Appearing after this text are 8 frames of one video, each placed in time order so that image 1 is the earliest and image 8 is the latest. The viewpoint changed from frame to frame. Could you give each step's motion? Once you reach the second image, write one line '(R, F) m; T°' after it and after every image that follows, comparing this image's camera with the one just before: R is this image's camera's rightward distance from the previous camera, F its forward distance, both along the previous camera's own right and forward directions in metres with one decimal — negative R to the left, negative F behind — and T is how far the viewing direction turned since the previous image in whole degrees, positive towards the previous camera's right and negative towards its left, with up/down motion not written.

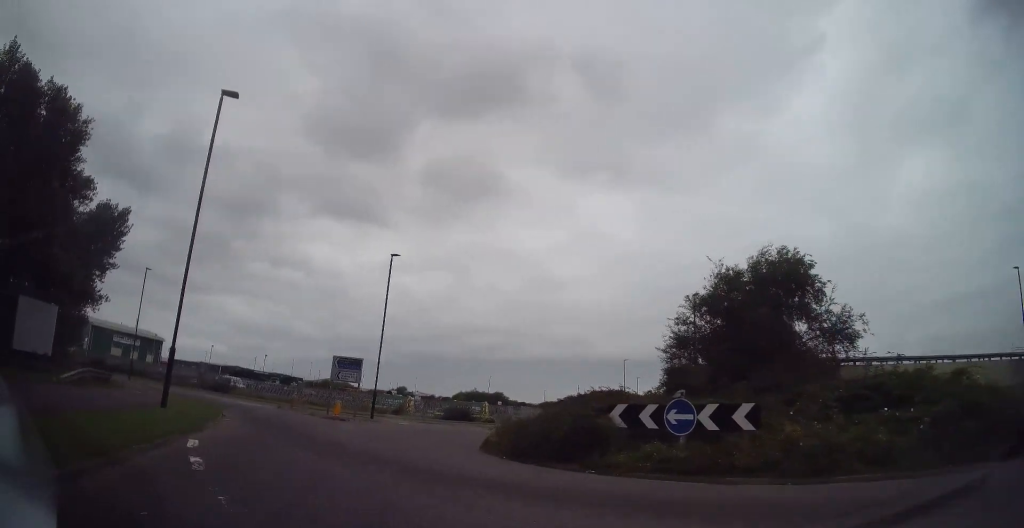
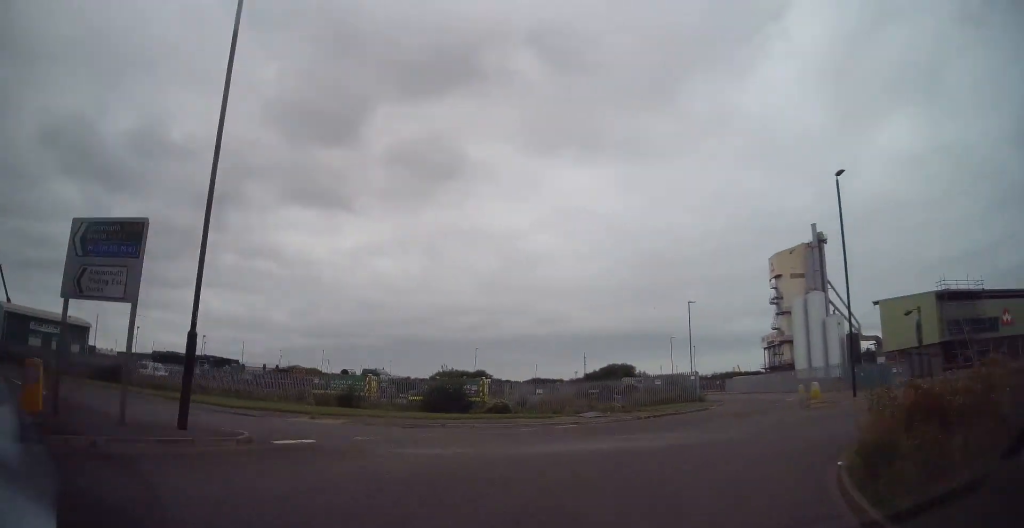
(+0.3, +21.6) m; +32°
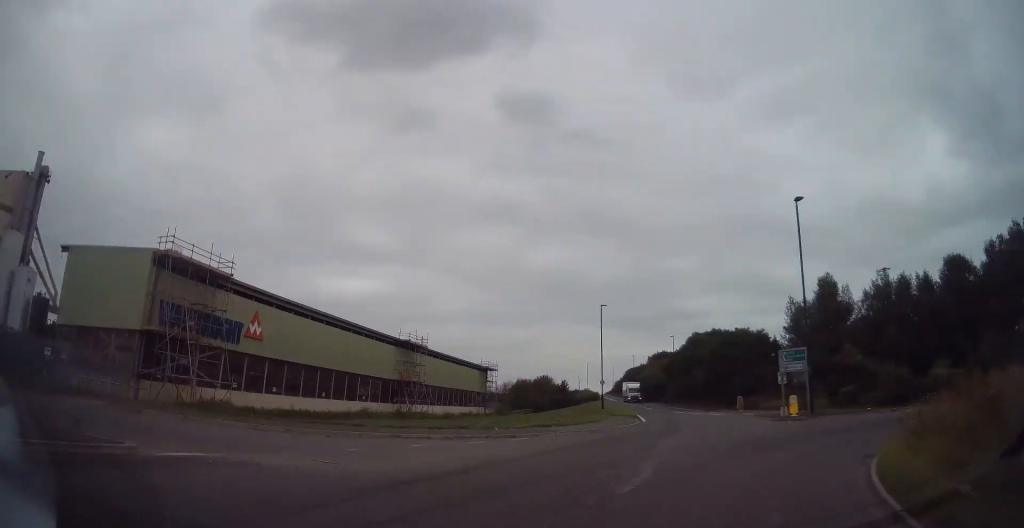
(+14.6, +18.0) m; +58°
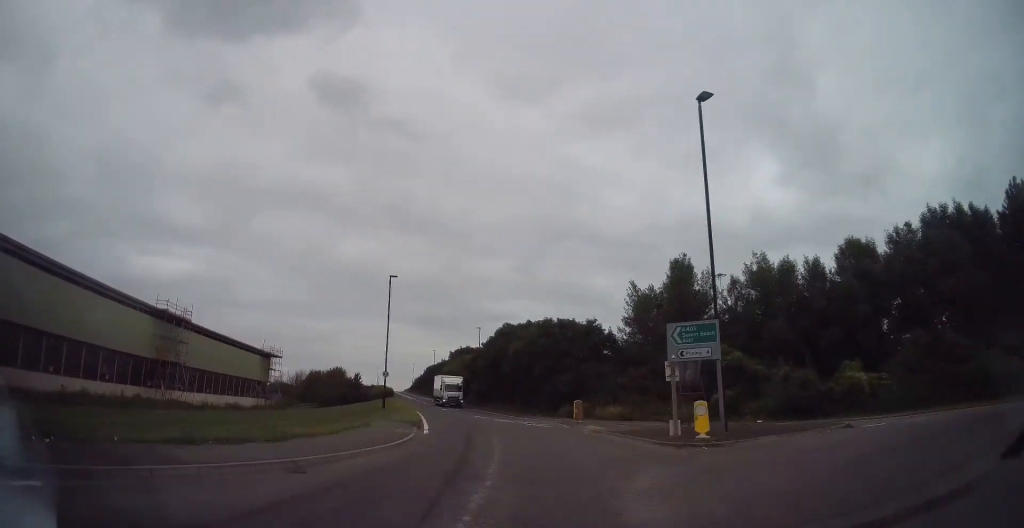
(+2.8, +12.1) m; +9°
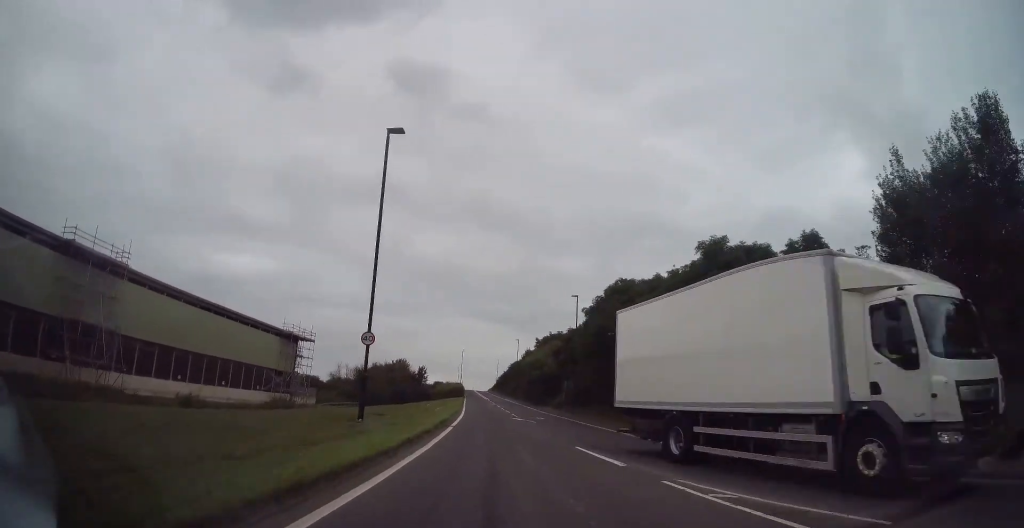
(-0.5, +25.8) m; -4°
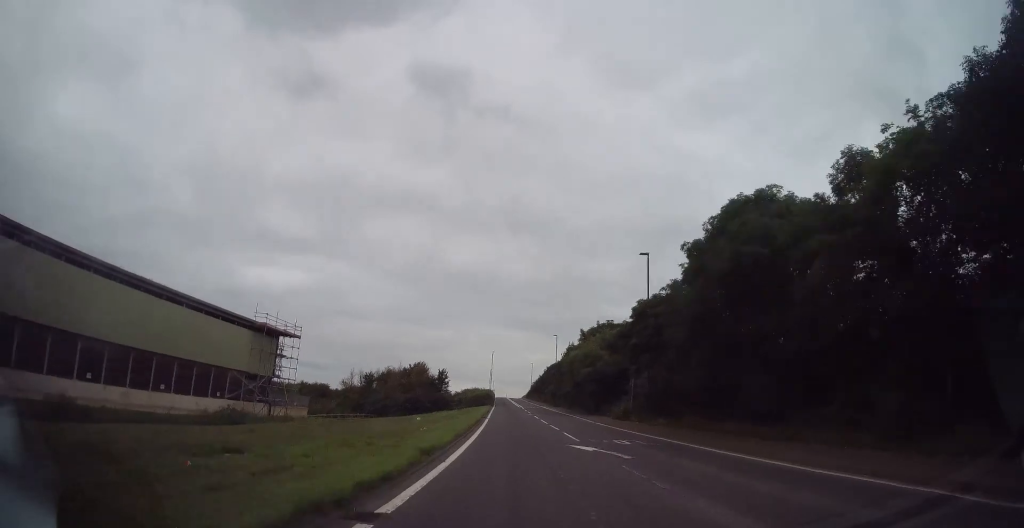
(-0.6, +17.1) m; -1°
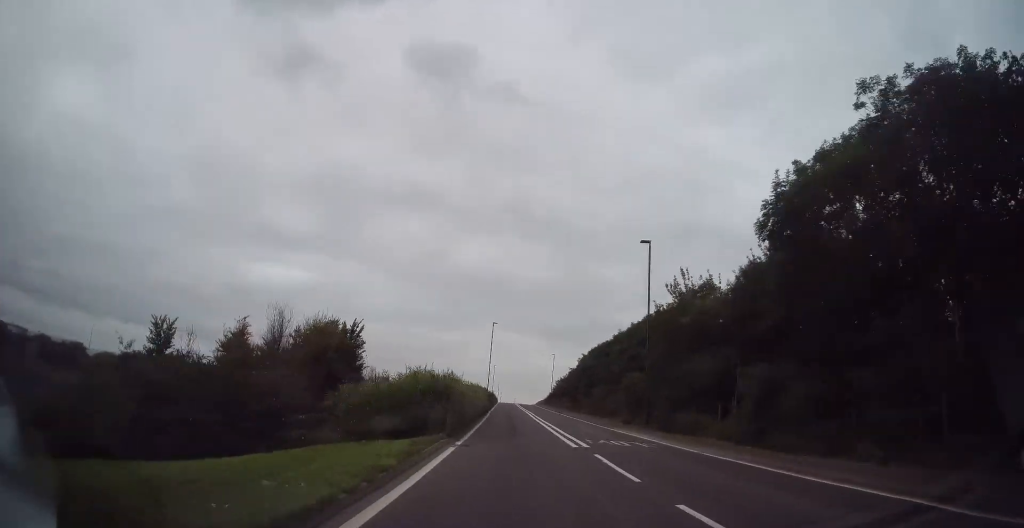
(-1.1, +52.3) m; -2°
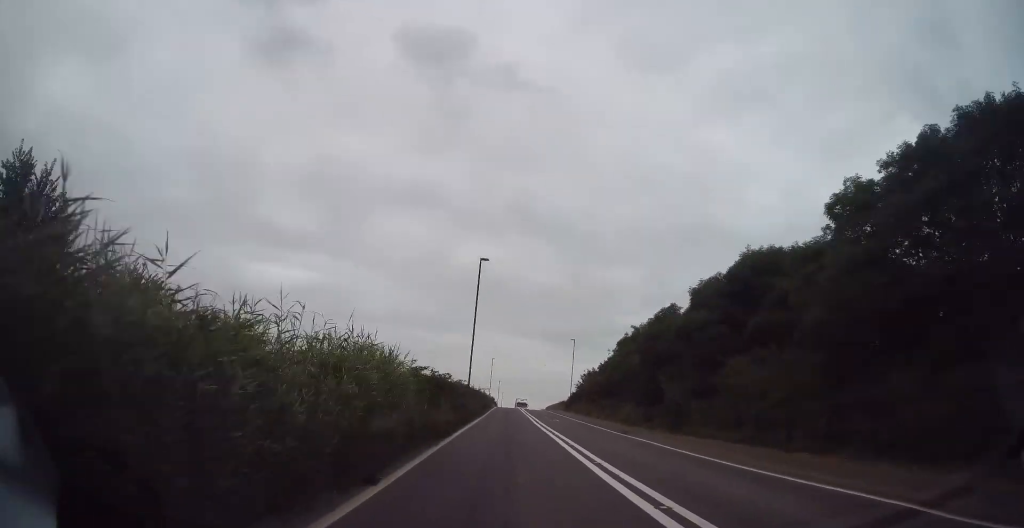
(0.0, +34.5) m; -1°
